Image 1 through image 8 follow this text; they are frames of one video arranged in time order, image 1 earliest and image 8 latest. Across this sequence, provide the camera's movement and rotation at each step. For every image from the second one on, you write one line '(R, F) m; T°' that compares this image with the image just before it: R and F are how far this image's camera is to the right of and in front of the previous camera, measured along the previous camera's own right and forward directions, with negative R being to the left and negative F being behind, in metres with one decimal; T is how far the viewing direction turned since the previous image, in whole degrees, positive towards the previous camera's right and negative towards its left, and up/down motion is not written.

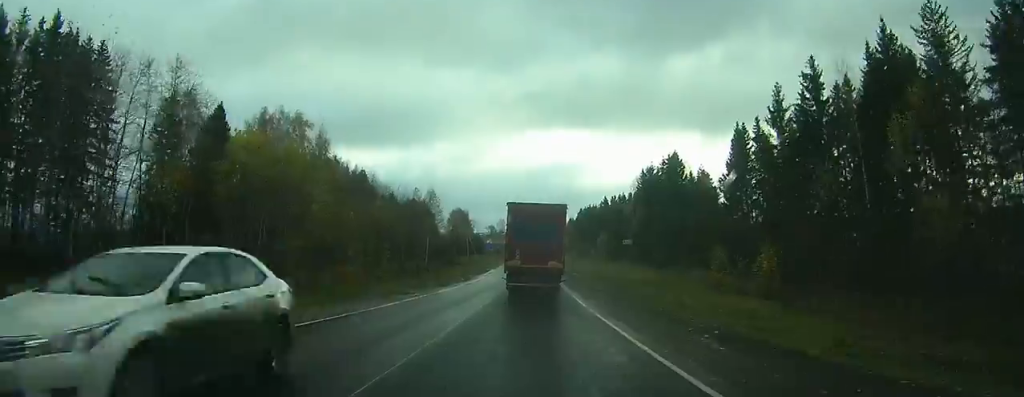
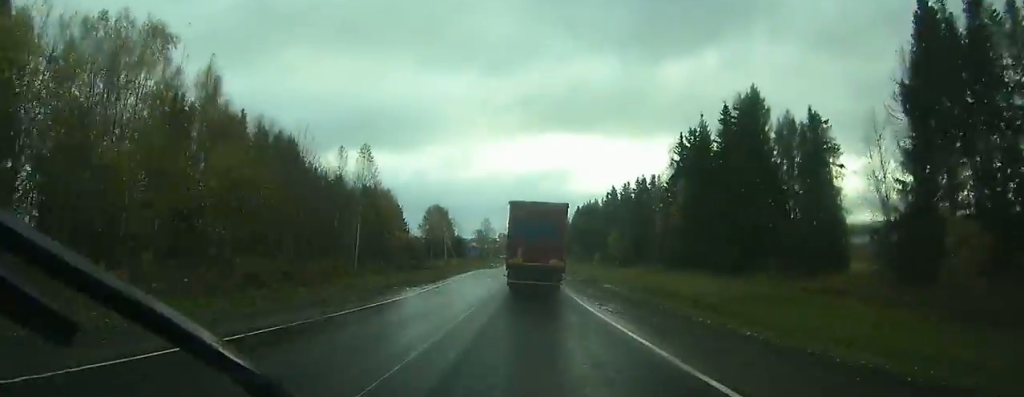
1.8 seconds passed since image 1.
(+1.0, +35.2) m; +2°
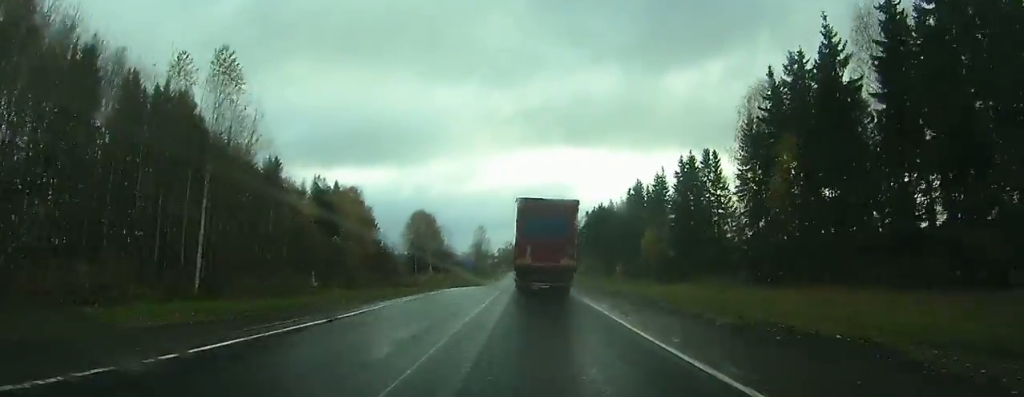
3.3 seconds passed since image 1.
(+0.3, +30.3) m; +1°
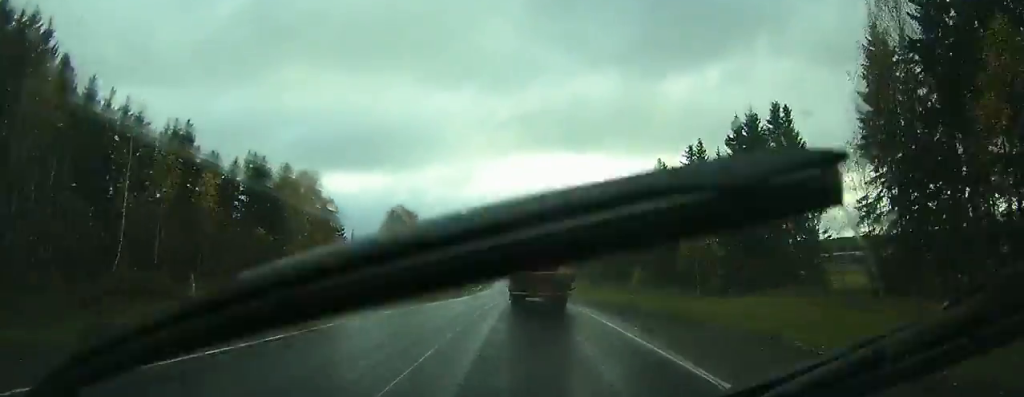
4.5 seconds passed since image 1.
(0.0, +22.4) m; 0°
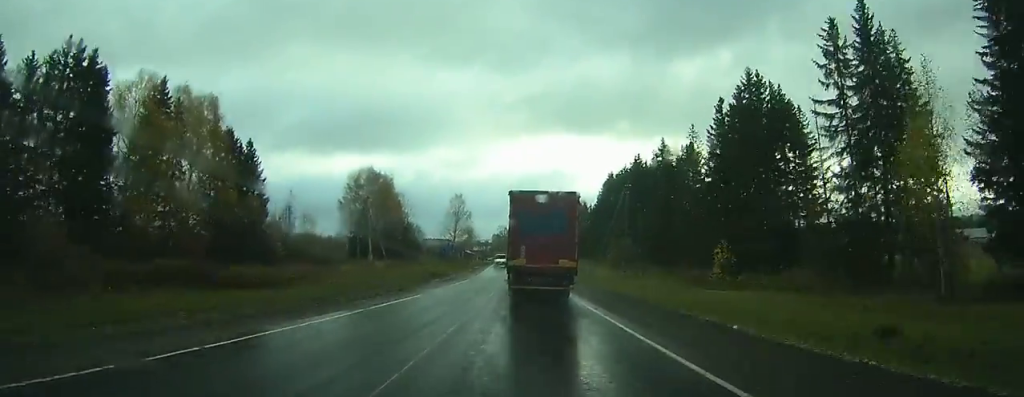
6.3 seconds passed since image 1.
(+0.2, +35.5) m; 0°
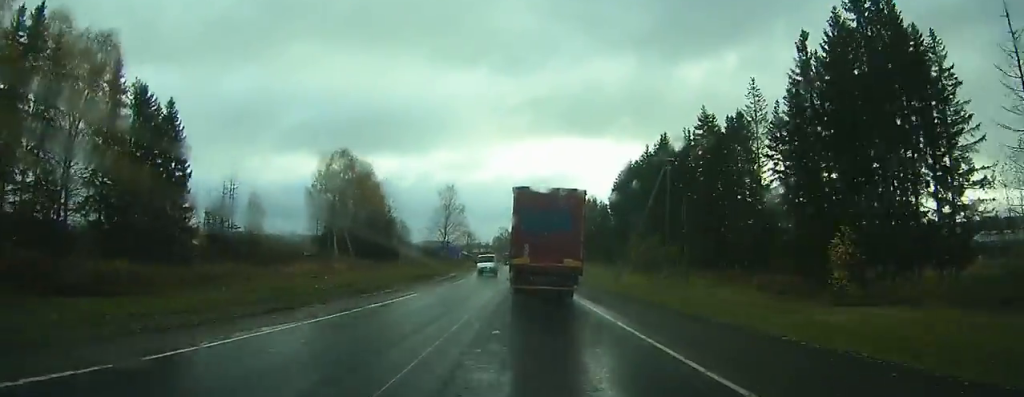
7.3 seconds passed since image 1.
(0.0, +19.5) m; 0°
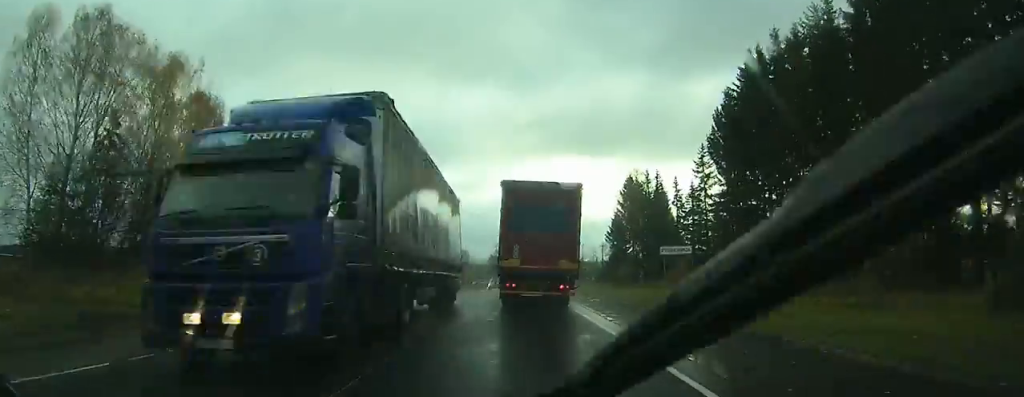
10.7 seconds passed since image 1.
(-0.3, +66.1) m; -1°
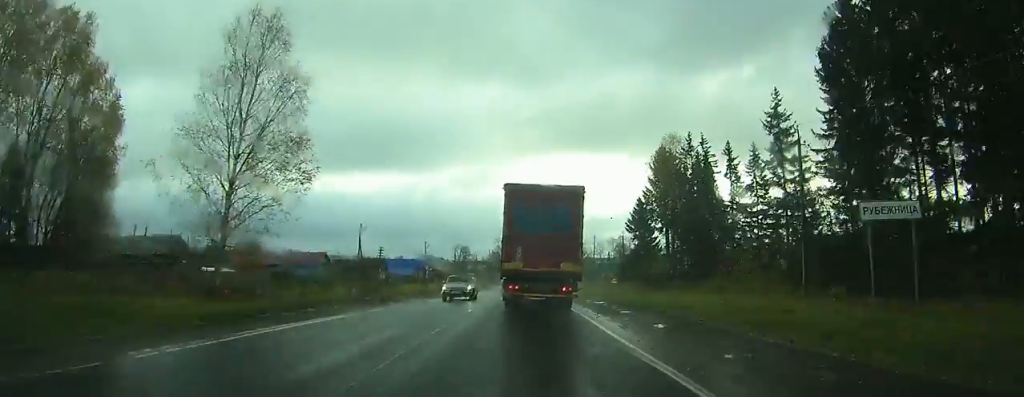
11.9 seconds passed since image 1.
(-0.1, +22.1) m; 0°
